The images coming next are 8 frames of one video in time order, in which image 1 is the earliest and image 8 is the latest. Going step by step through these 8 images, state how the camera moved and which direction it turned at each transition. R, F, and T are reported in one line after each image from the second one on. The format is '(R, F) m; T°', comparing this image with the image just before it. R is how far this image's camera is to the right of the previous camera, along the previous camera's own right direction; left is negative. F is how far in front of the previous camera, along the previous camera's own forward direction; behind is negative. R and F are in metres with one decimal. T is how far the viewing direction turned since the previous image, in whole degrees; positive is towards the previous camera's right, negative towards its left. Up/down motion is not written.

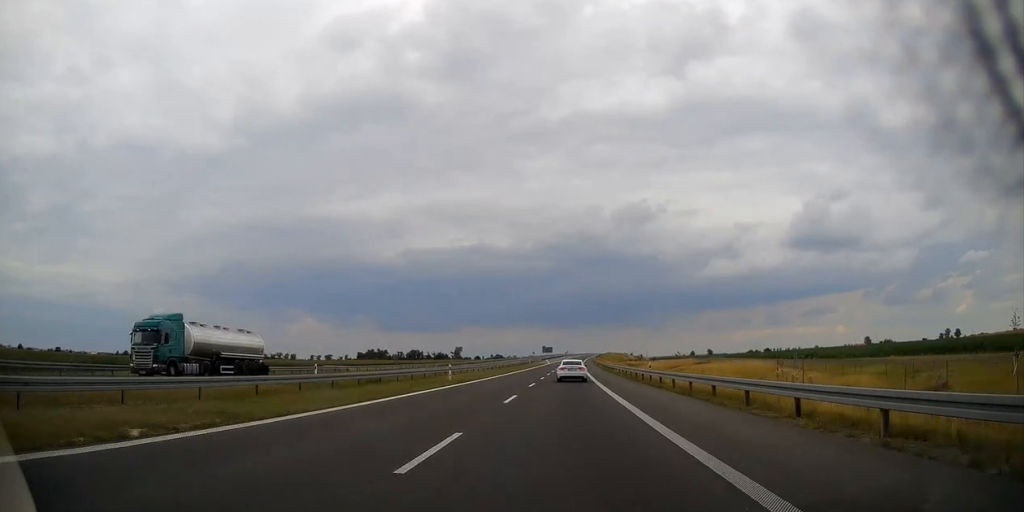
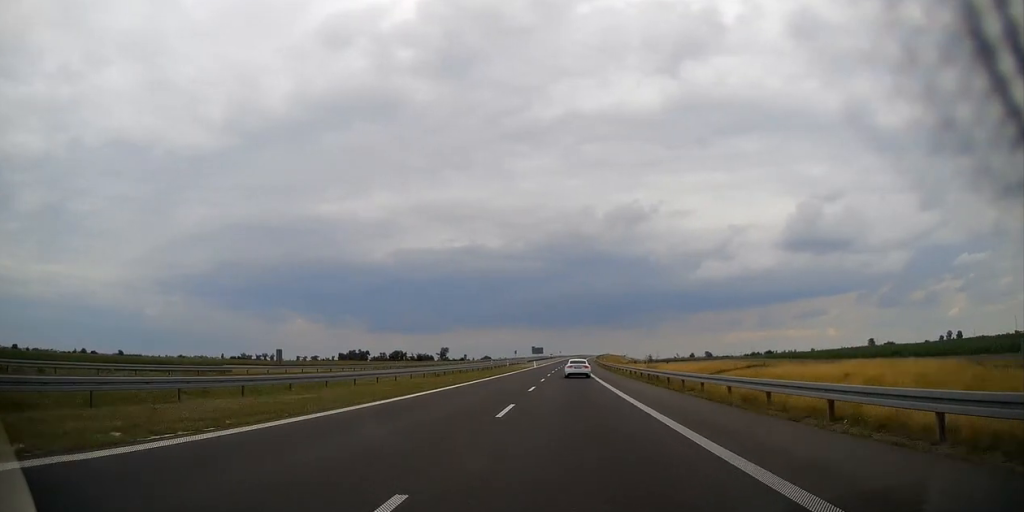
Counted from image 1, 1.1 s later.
(+0.1, +41.3) m; 0°
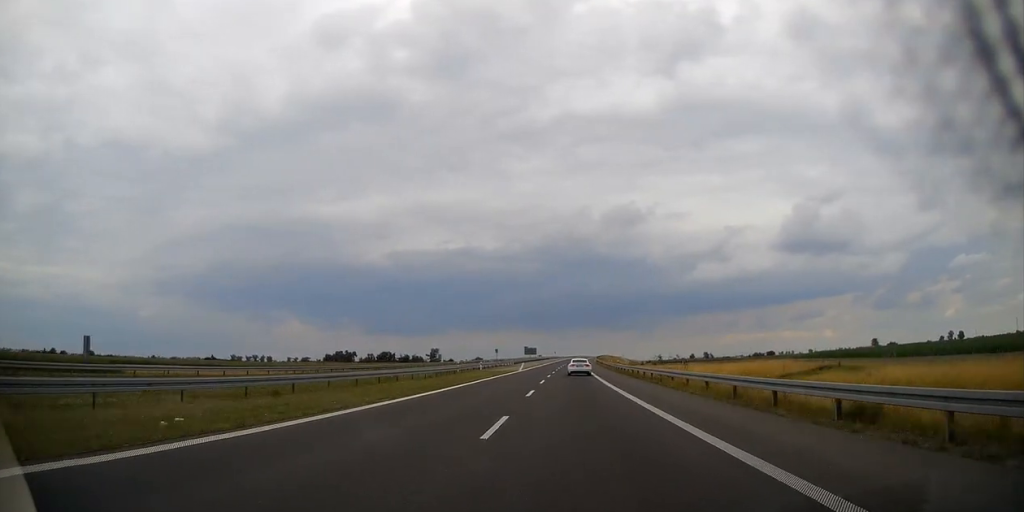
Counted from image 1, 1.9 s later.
(+0.1, +28.0) m; 0°
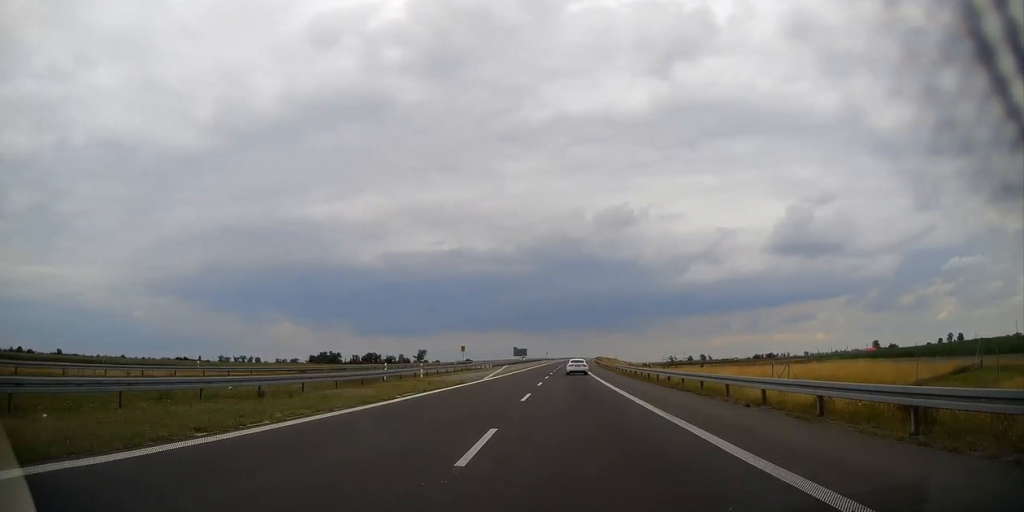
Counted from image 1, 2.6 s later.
(+0.1, +26.8) m; +1°
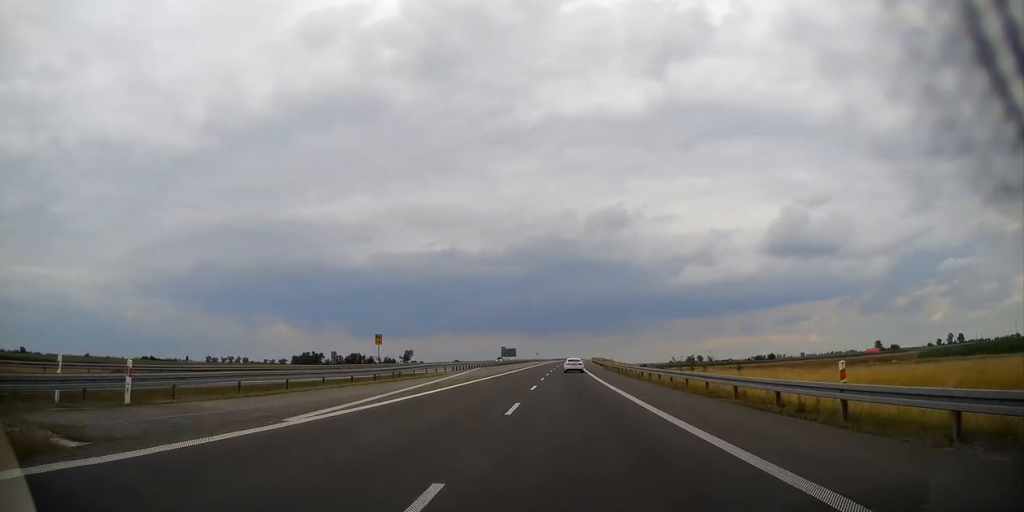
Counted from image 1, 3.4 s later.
(+0.2, +29.3) m; +1°
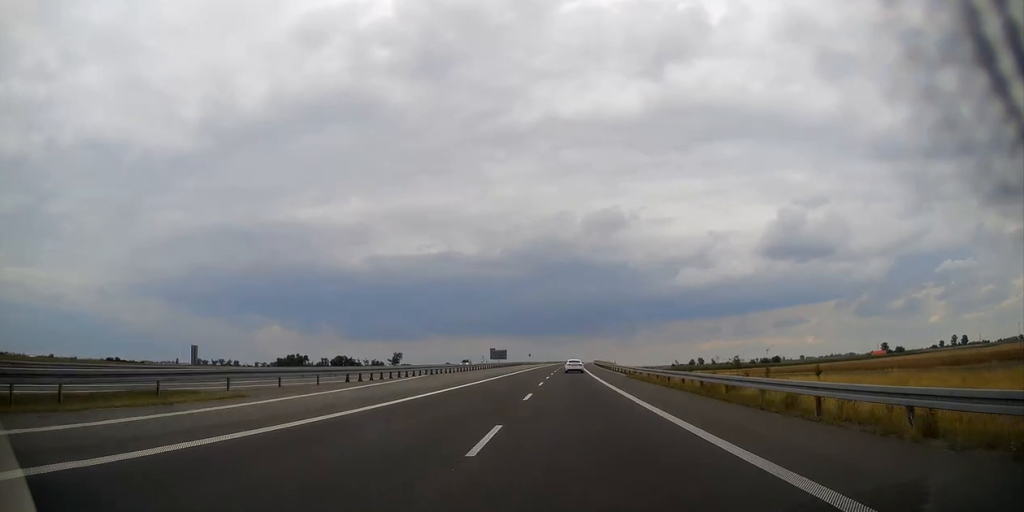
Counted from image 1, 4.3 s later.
(+0.2, +30.5) m; 0°
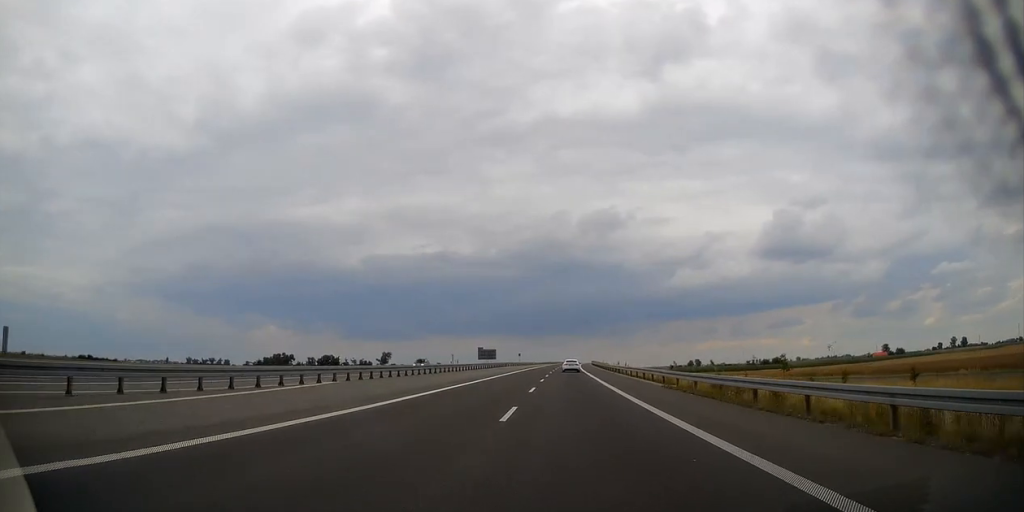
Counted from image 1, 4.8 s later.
(0.0, +19.6) m; 0°
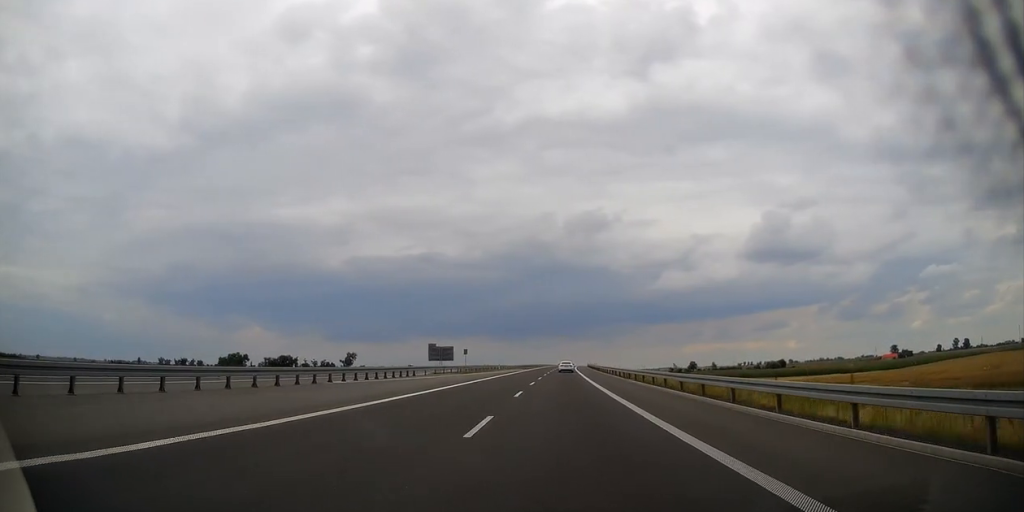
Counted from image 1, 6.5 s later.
(+0.8, +63.5) m; +1°
